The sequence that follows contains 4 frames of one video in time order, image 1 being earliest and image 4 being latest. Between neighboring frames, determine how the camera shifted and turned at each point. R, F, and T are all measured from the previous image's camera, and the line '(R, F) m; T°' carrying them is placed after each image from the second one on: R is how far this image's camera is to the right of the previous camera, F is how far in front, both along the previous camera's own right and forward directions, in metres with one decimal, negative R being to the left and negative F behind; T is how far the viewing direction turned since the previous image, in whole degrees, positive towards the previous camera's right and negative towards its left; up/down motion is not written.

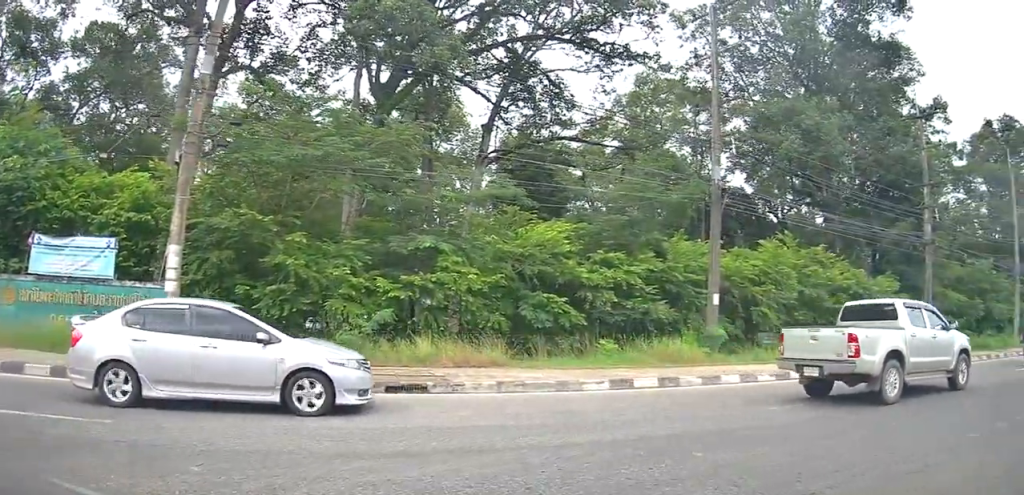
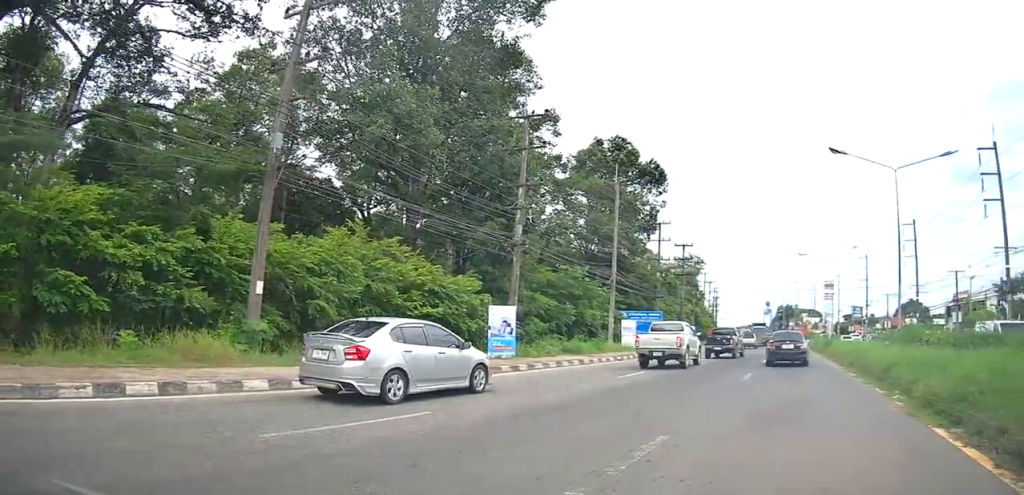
(+0.6, +3.2) m; +19°
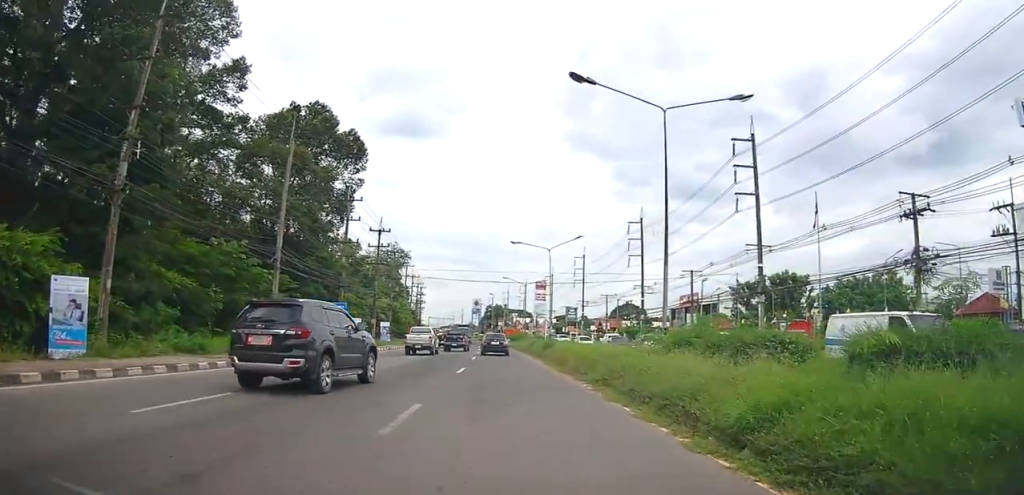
(+2.9, +8.0) m; +26°
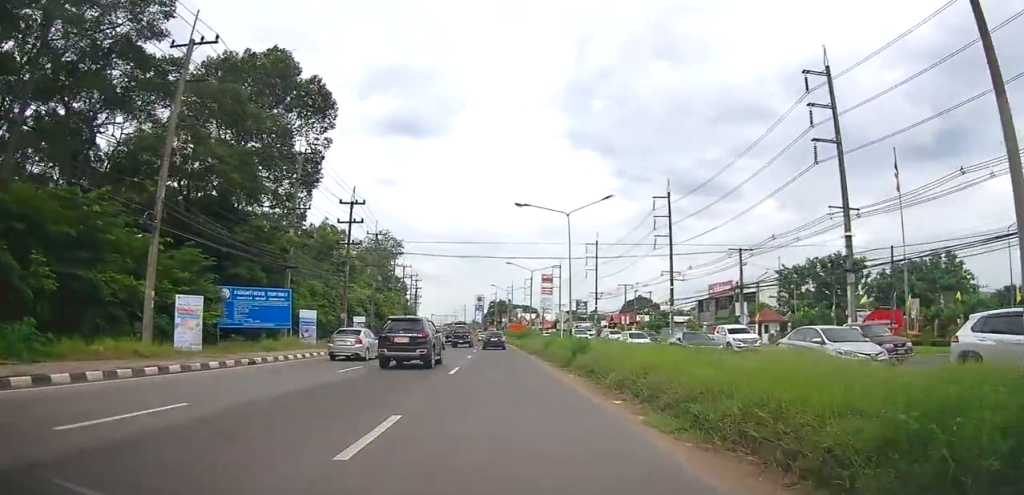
(-0.1, +13.0) m; -1°
